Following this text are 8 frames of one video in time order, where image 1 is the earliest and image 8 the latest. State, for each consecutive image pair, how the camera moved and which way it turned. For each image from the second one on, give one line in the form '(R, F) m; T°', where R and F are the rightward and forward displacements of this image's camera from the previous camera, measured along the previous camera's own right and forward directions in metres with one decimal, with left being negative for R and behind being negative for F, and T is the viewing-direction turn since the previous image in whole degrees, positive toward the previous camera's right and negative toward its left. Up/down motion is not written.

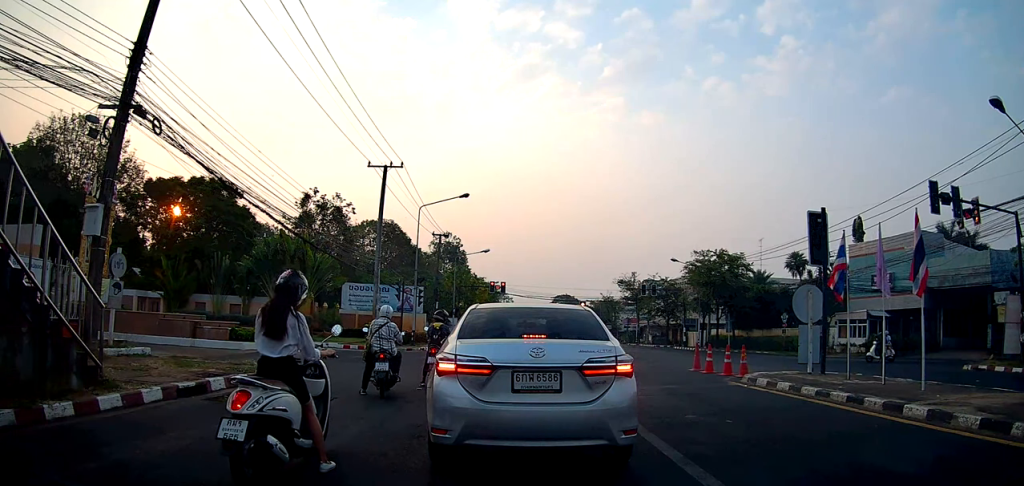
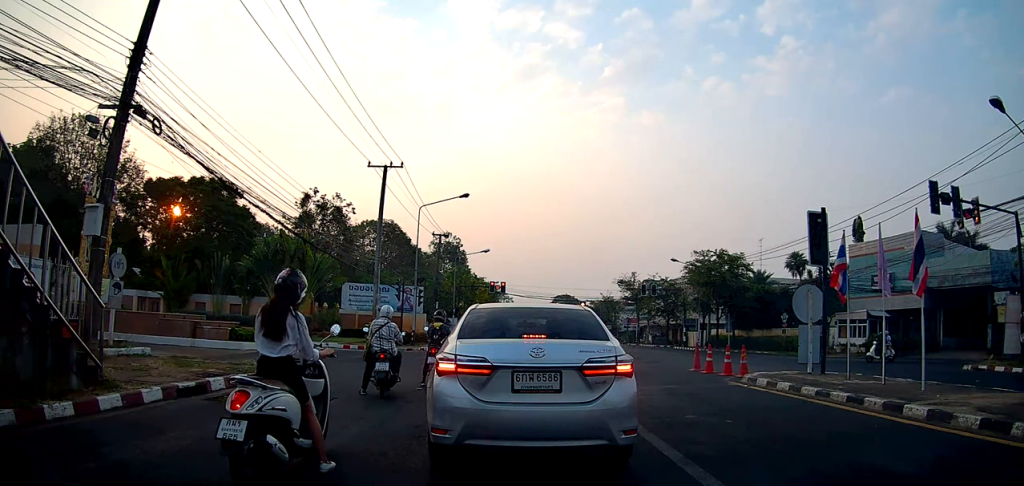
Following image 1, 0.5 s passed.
(0.0, 0.0) m; 0°
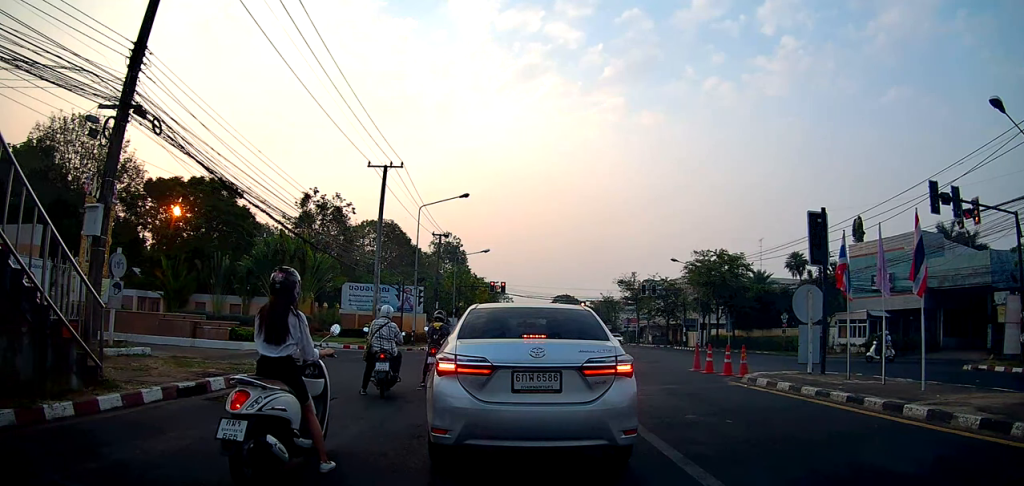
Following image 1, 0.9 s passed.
(0.0, 0.0) m; 0°
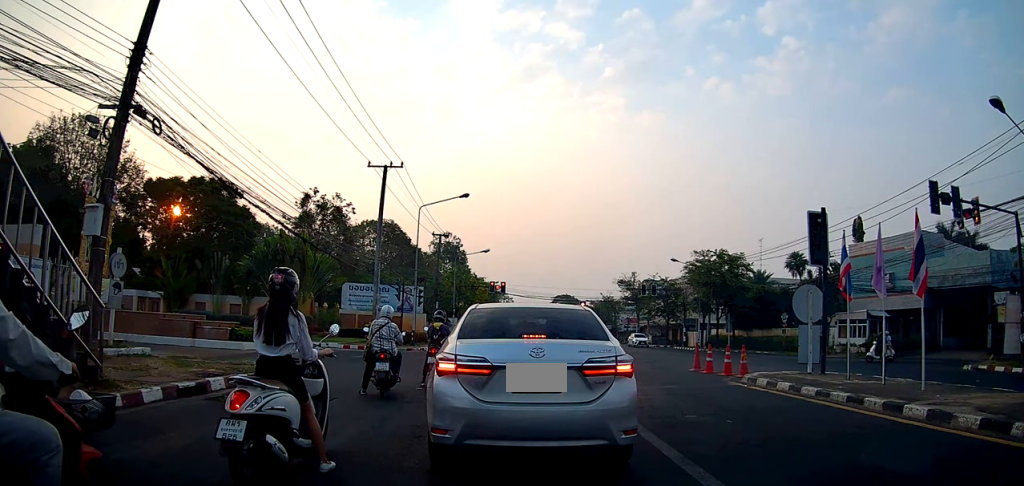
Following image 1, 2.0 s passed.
(0.0, 0.0) m; 0°
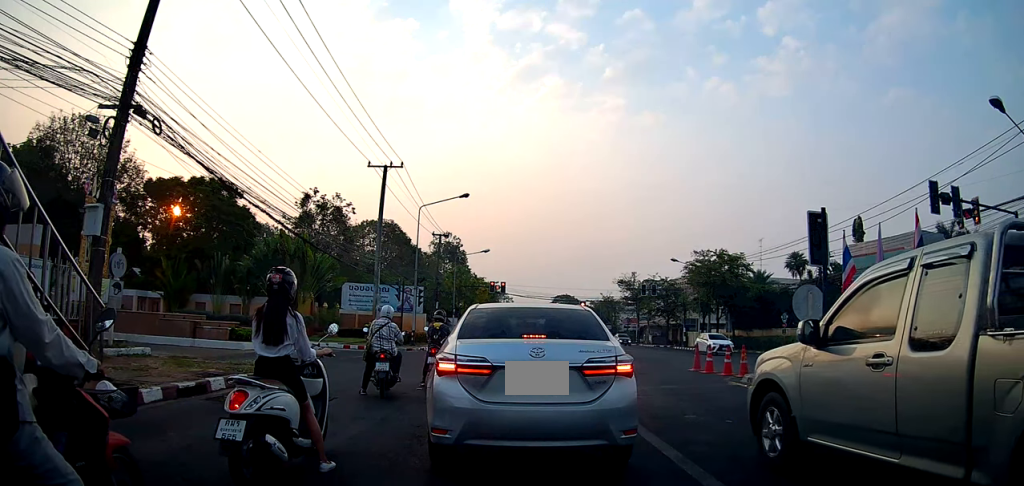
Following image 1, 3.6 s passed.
(0.0, 0.0) m; 0°
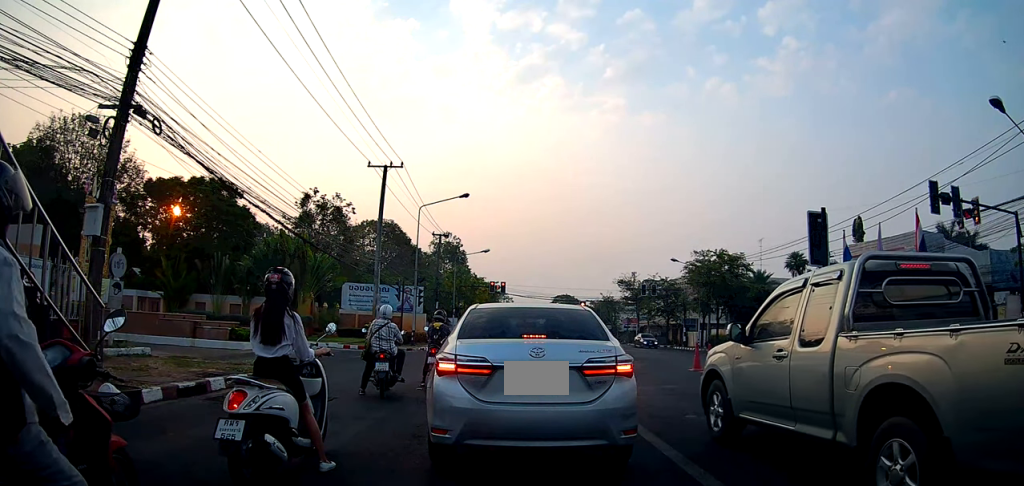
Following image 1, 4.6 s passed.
(0.0, 0.0) m; 0°
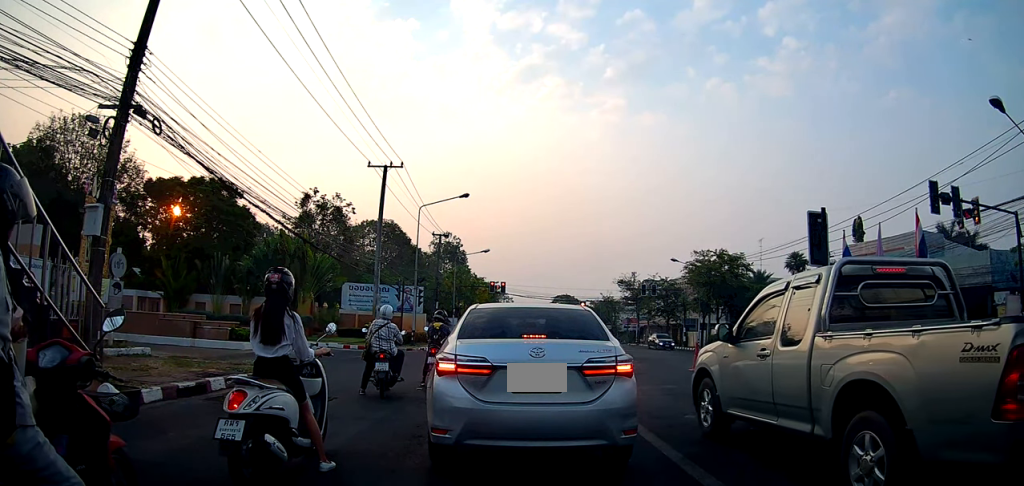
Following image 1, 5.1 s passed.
(0.0, 0.0) m; 0°
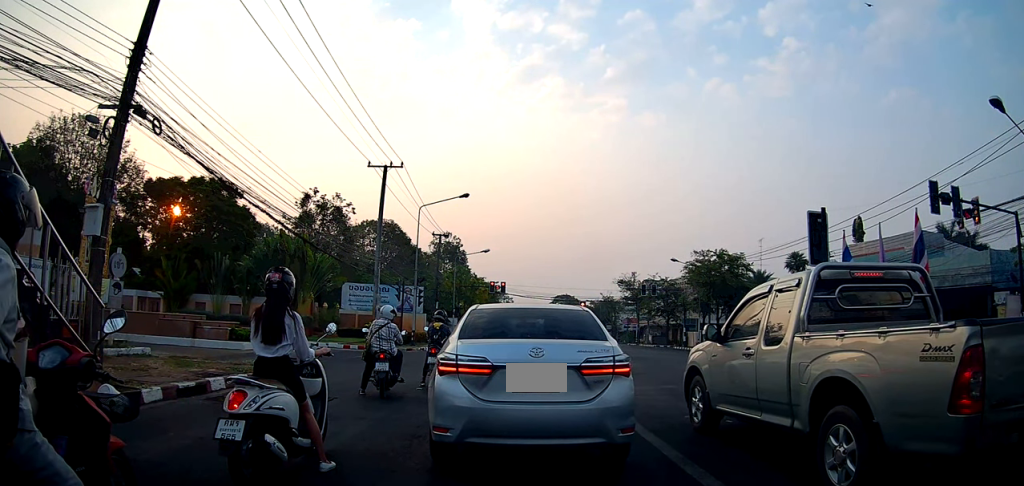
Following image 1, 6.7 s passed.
(0.0, 0.0) m; 0°
